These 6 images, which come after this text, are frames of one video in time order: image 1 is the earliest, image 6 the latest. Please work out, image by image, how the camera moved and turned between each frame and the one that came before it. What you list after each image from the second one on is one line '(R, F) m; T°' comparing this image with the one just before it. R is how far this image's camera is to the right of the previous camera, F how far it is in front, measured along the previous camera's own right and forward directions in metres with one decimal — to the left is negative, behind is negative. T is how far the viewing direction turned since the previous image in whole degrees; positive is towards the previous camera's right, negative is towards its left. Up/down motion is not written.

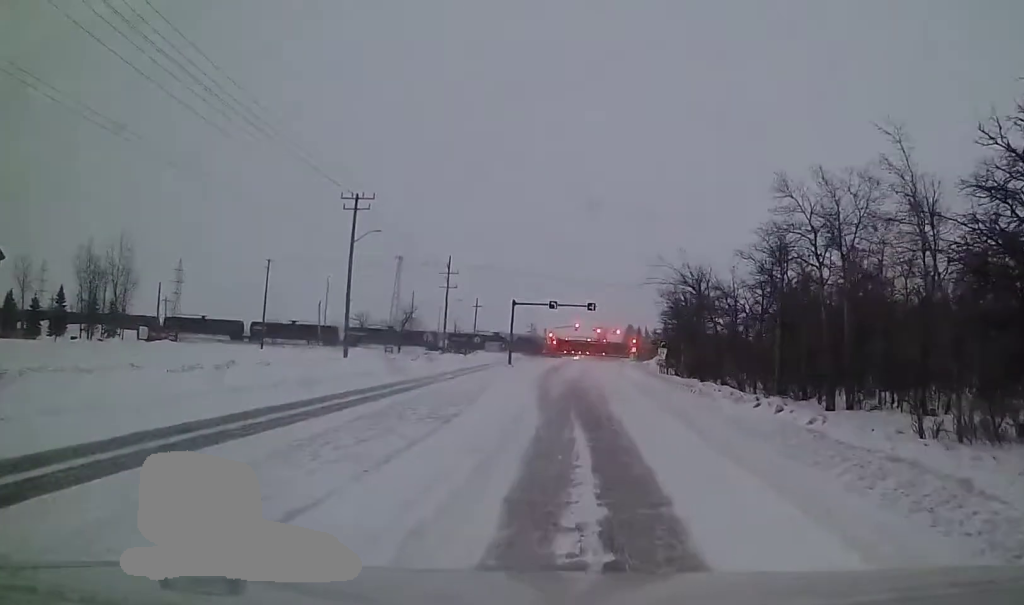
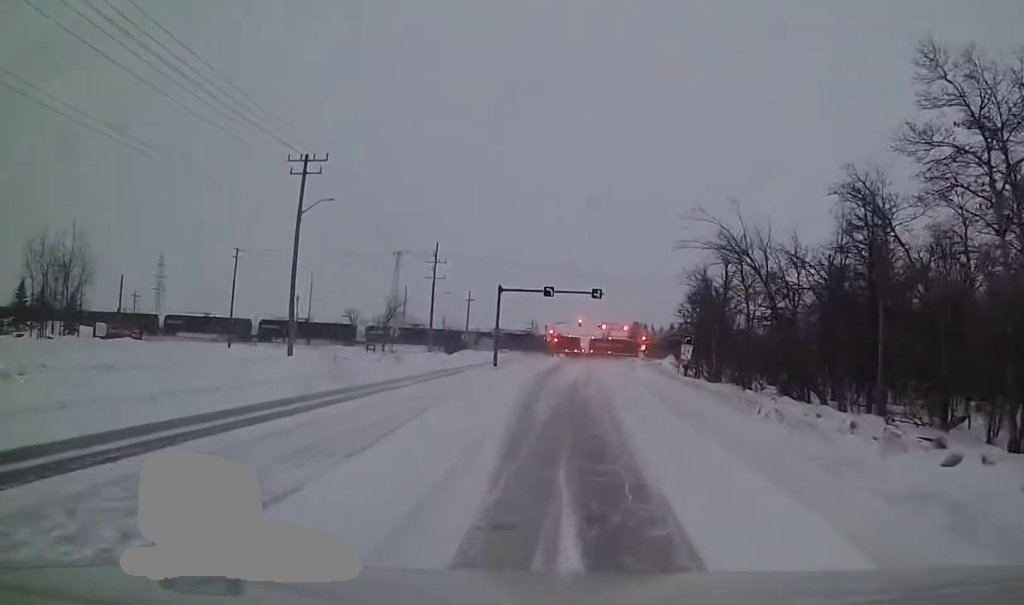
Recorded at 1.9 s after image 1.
(-0.3, +11.5) m; -3°
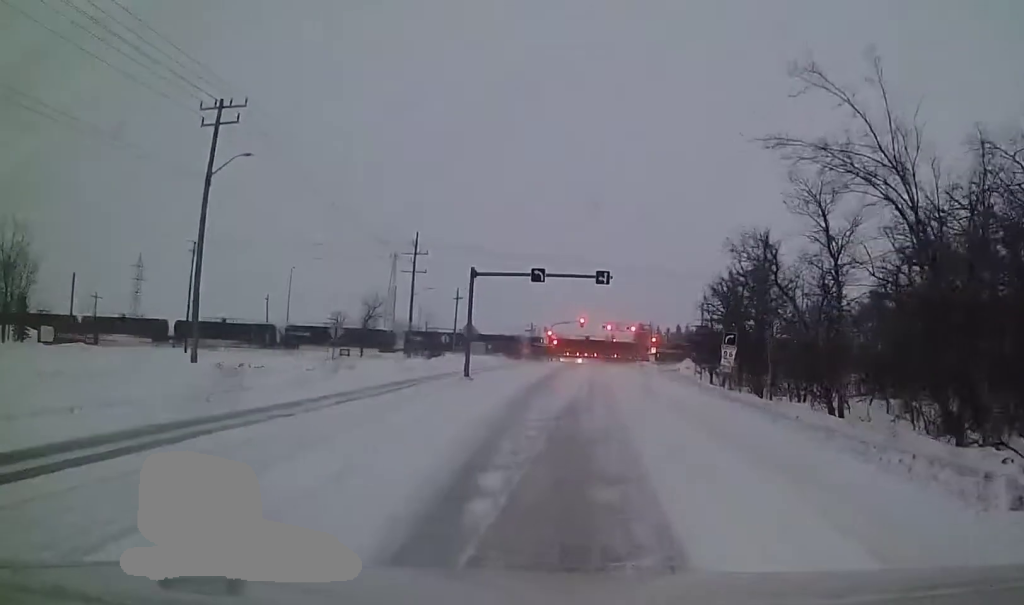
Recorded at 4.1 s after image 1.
(-0.2, +12.1) m; -1°
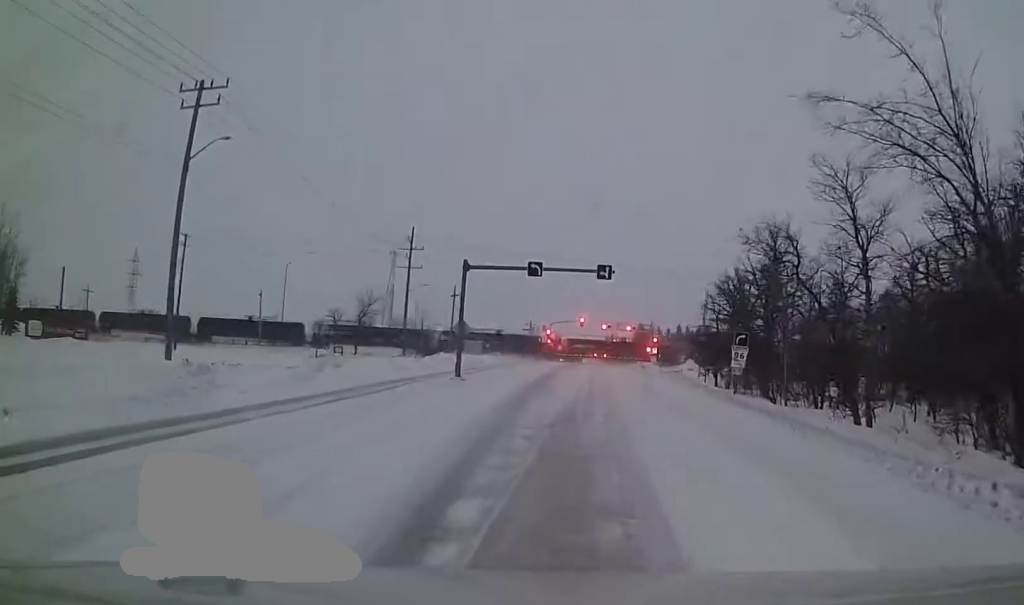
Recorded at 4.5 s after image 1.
(0.0, +2.3) m; 0°
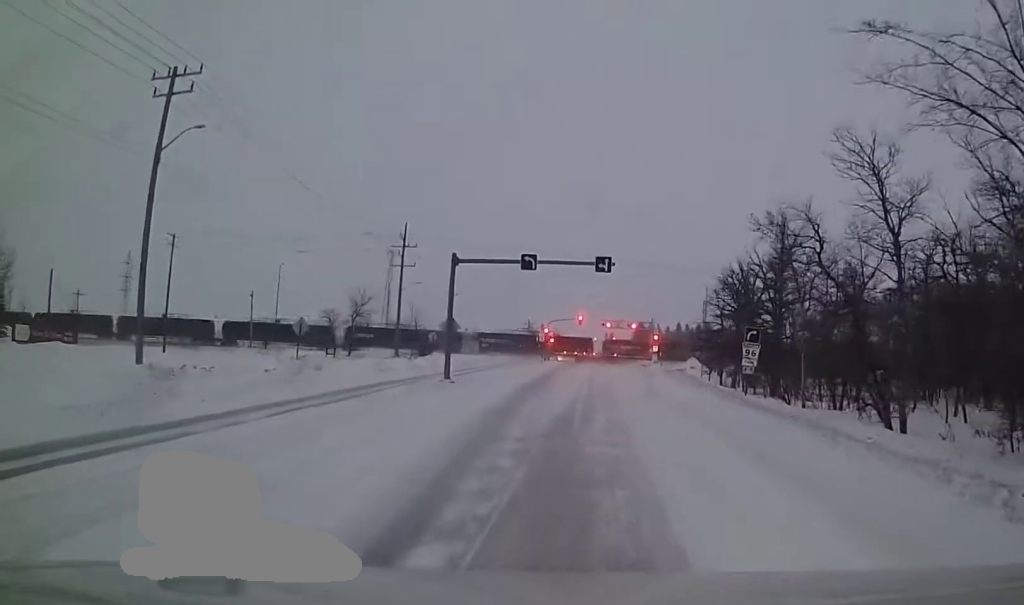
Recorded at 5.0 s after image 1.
(0.0, +2.2) m; -1°
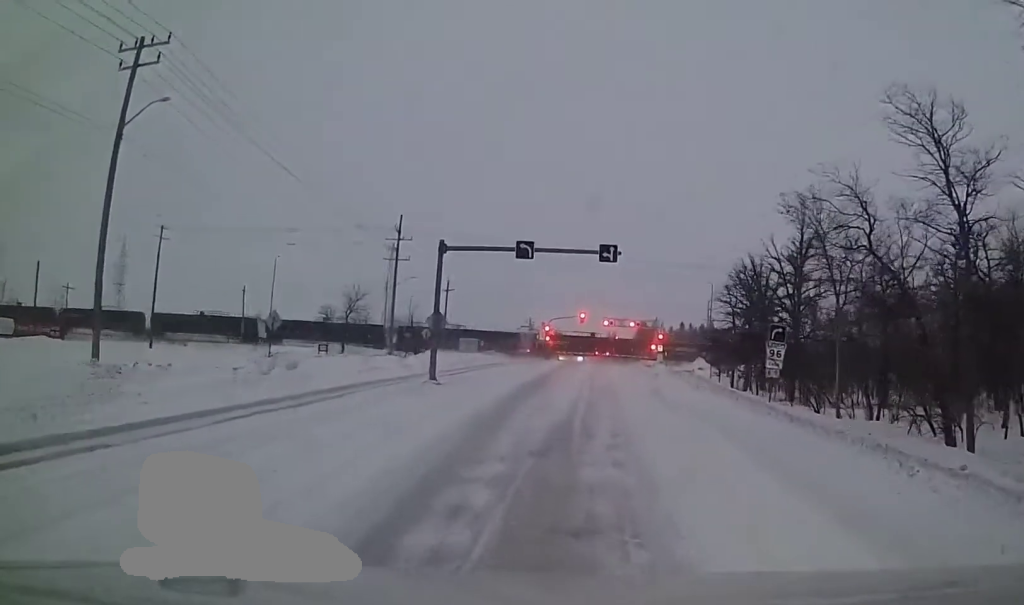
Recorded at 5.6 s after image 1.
(0.0, +3.2) m; -1°
